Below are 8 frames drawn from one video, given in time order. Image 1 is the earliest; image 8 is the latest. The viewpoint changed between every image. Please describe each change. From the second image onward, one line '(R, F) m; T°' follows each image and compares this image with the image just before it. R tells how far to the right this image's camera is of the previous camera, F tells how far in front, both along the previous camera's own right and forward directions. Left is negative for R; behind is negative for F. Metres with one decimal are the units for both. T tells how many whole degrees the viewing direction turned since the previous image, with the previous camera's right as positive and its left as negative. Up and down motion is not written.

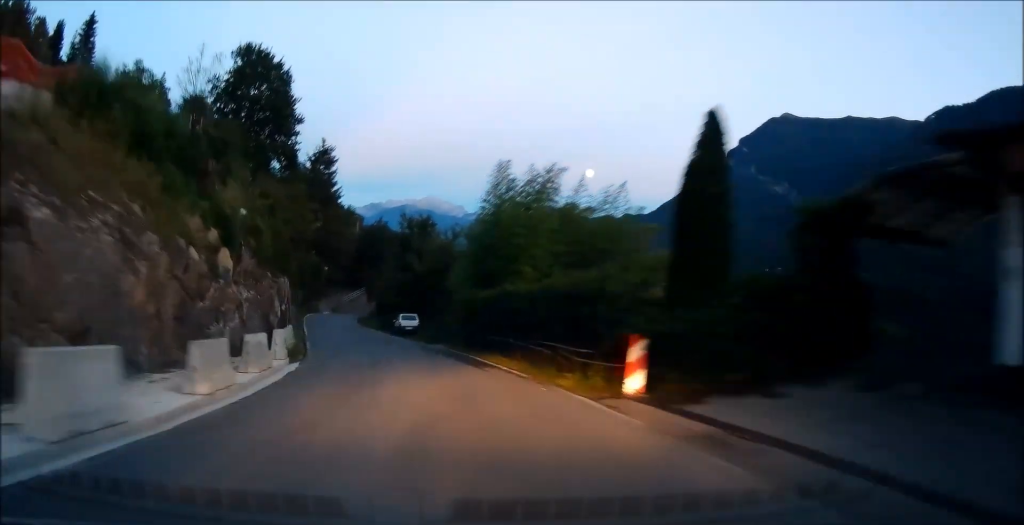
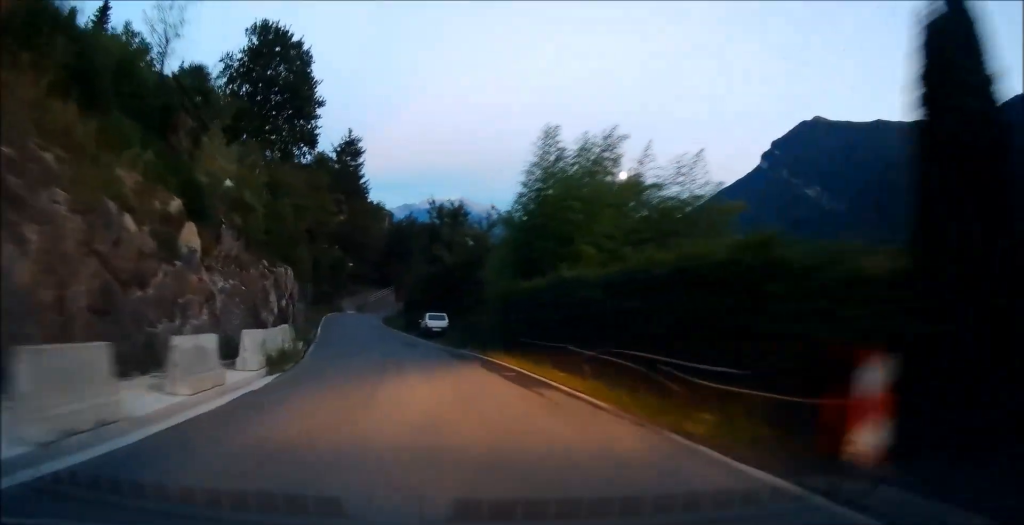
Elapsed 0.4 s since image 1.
(0.0, +5.6) m; -3°
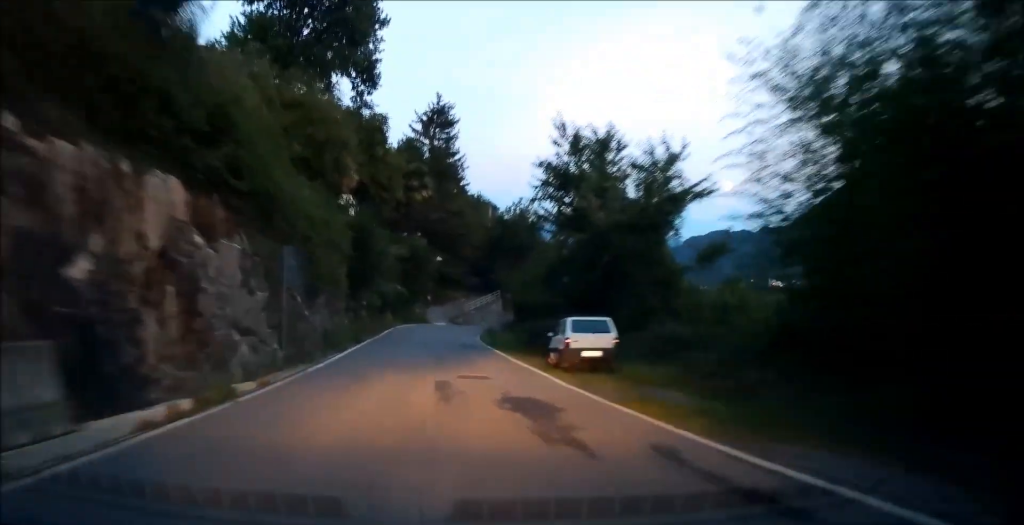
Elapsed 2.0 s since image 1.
(-1.8, +20.7) m; -6°
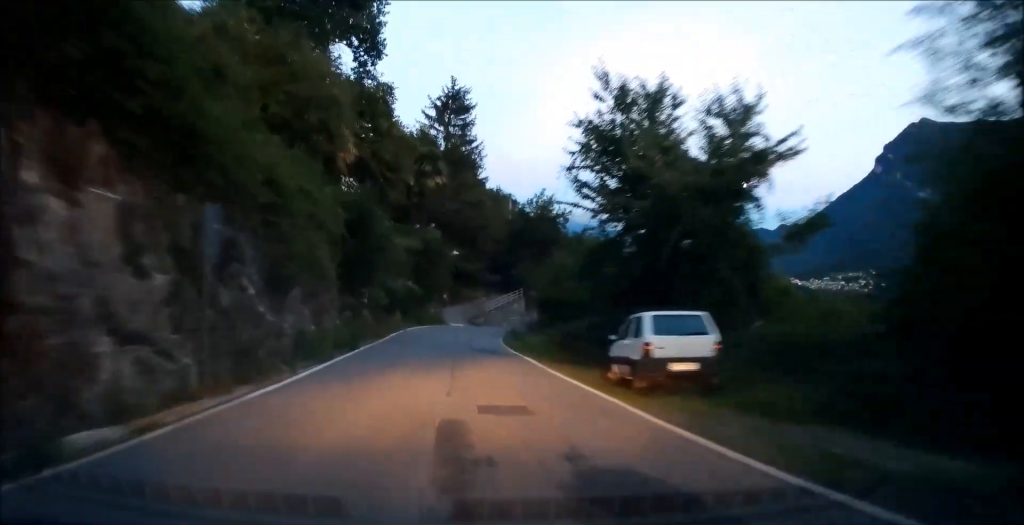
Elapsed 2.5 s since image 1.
(+0.3, +5.7) m; -1°
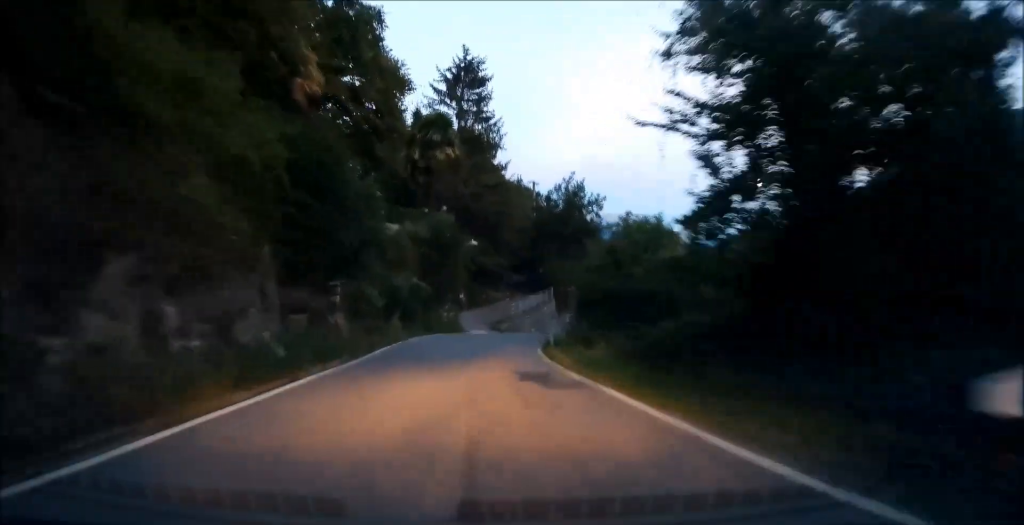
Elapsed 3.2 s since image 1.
(-0.4, +10.1) m; -1°
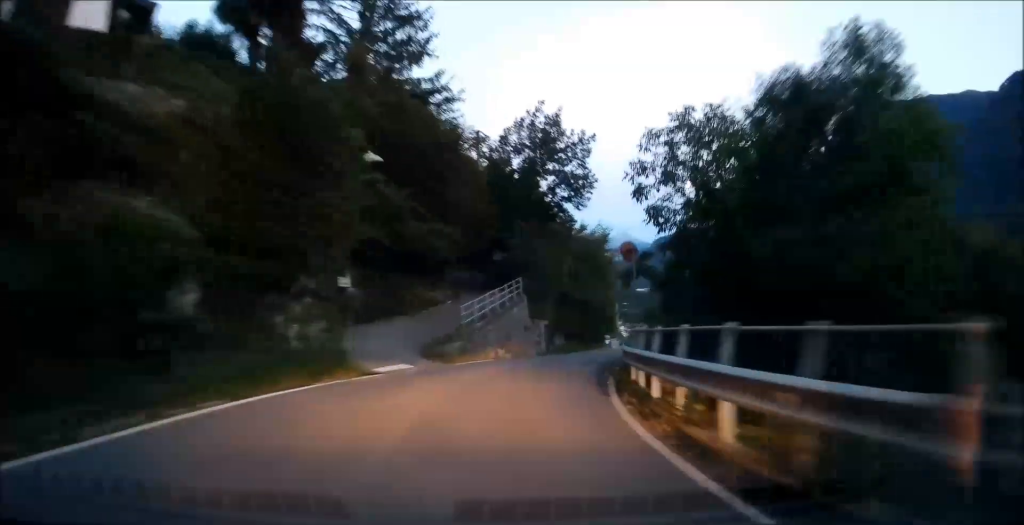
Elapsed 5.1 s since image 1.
(+1.3, +24.7) m; +10°
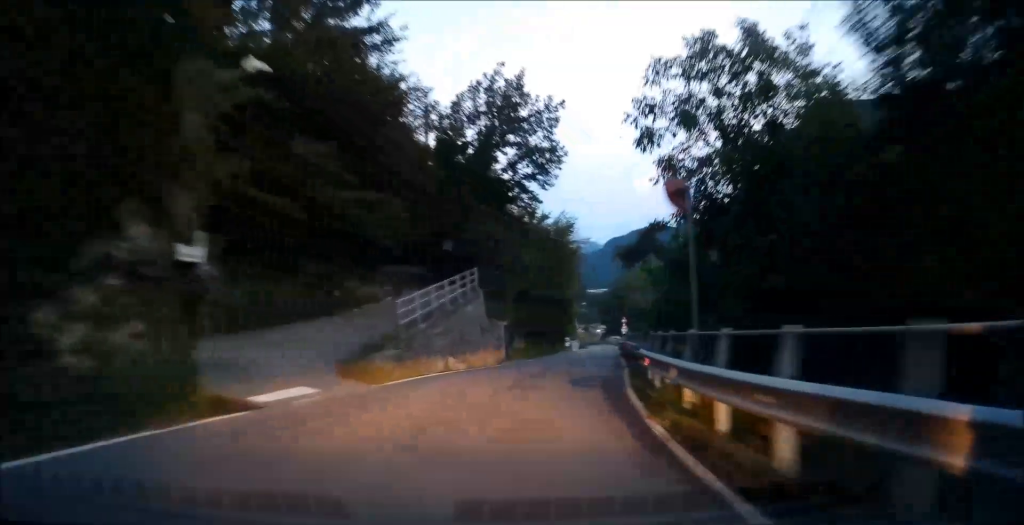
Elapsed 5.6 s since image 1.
(0.0, +7.1) m; +4°
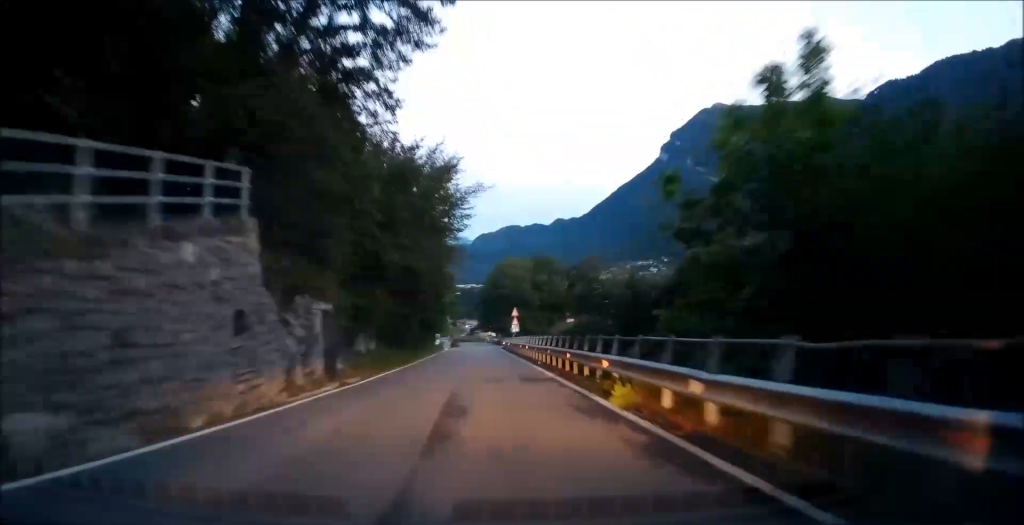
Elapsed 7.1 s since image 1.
(+1.4, +19.5) m; +5°
